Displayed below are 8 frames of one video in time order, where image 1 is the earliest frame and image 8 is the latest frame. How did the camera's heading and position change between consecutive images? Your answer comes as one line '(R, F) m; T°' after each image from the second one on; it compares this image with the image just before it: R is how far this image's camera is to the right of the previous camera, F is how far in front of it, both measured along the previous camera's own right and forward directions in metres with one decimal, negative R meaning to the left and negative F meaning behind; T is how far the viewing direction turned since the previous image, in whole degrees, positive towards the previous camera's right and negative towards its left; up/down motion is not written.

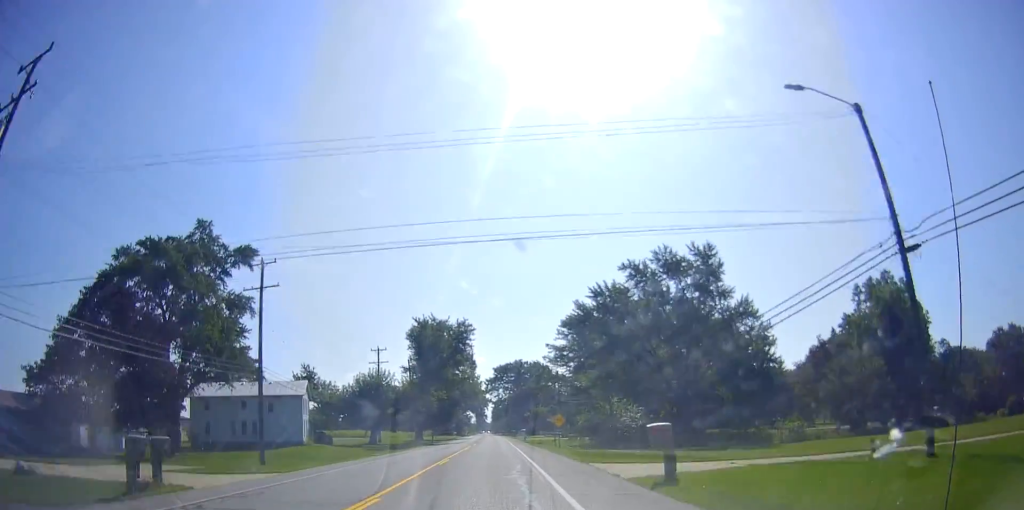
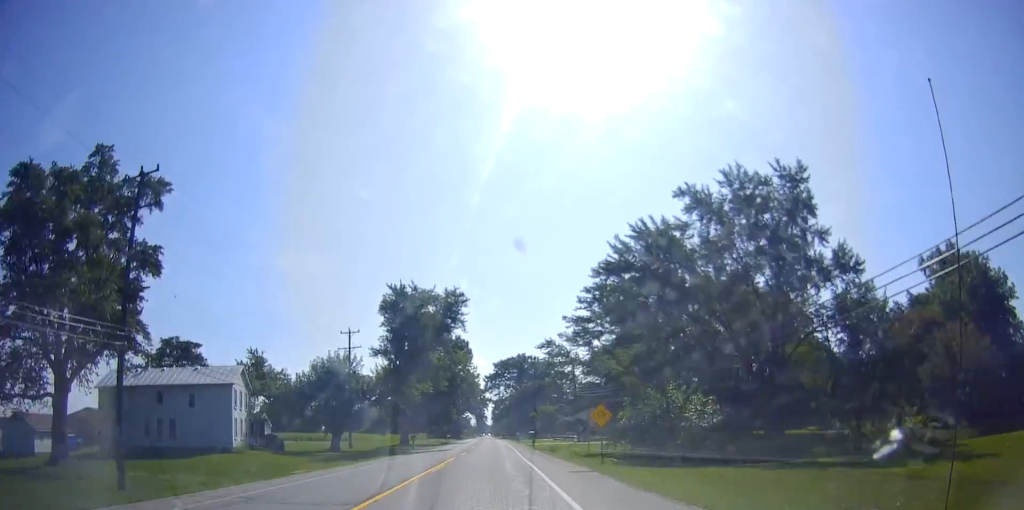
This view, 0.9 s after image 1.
(-0.2, +18.1) m; 0°
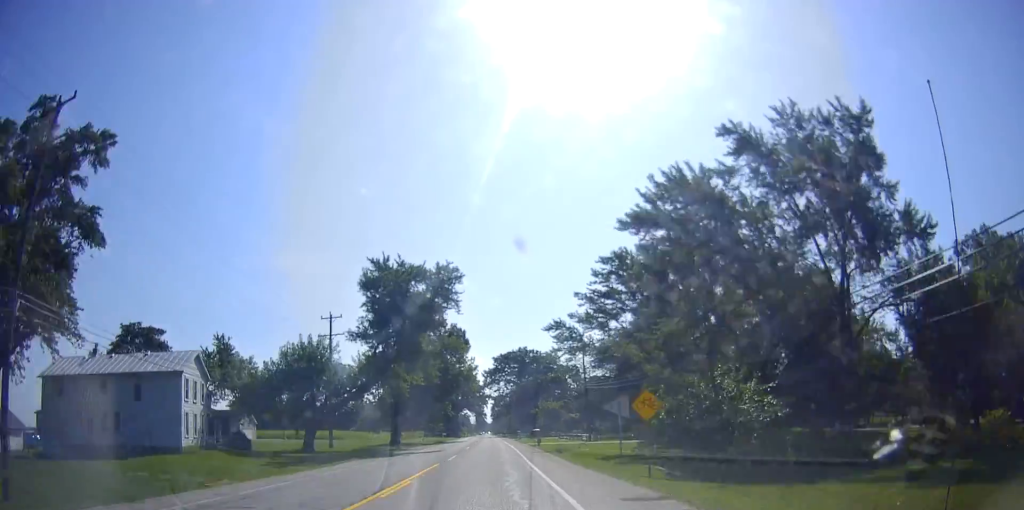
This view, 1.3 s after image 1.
(0.0, +8.4) m; 0°
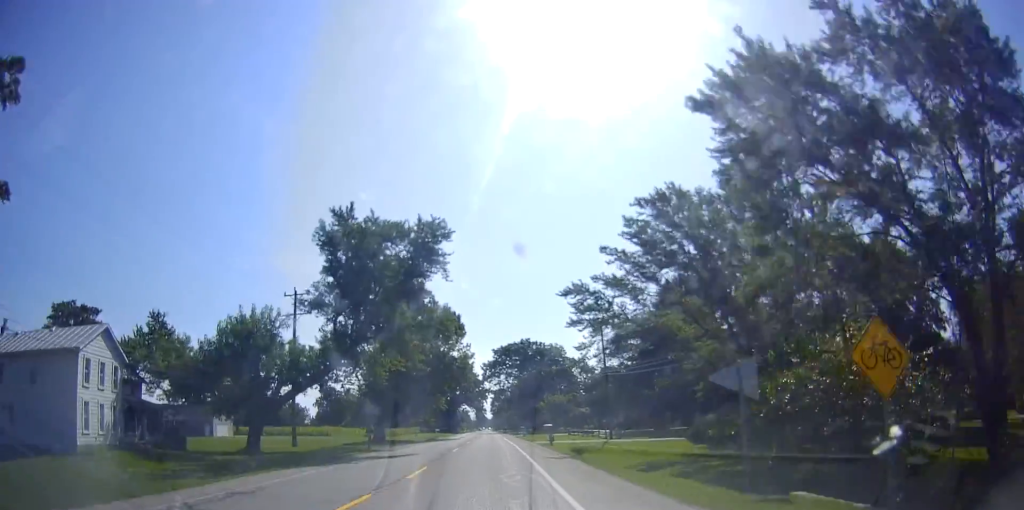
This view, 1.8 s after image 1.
(+0.1, +12.0) m; +1°
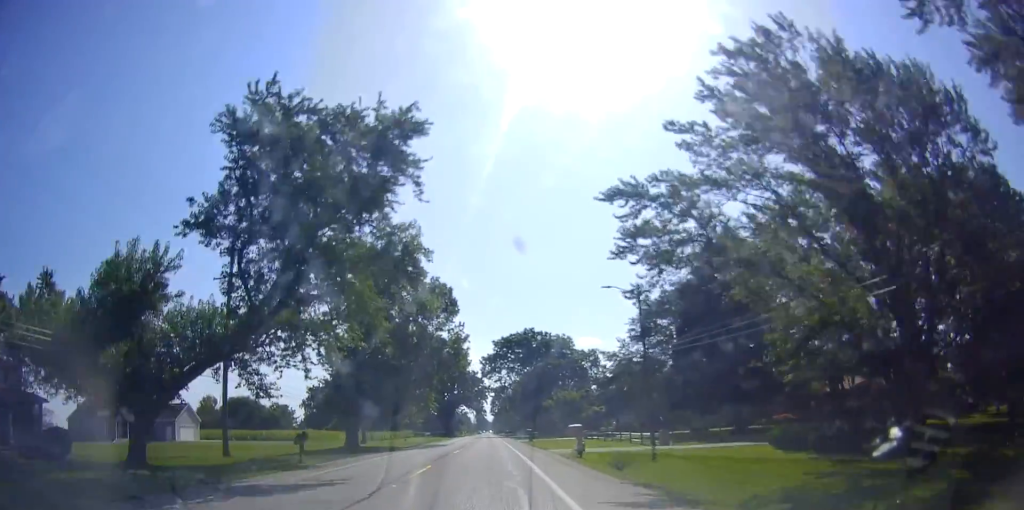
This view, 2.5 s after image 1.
(+0.1, +14.1) m; +1°
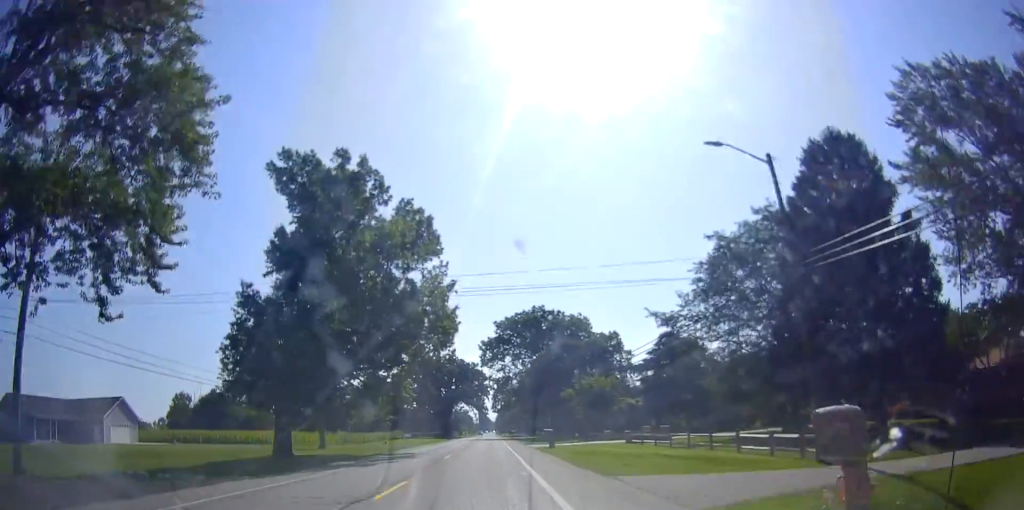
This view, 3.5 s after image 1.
(+0.1, +20.4) m; -1°
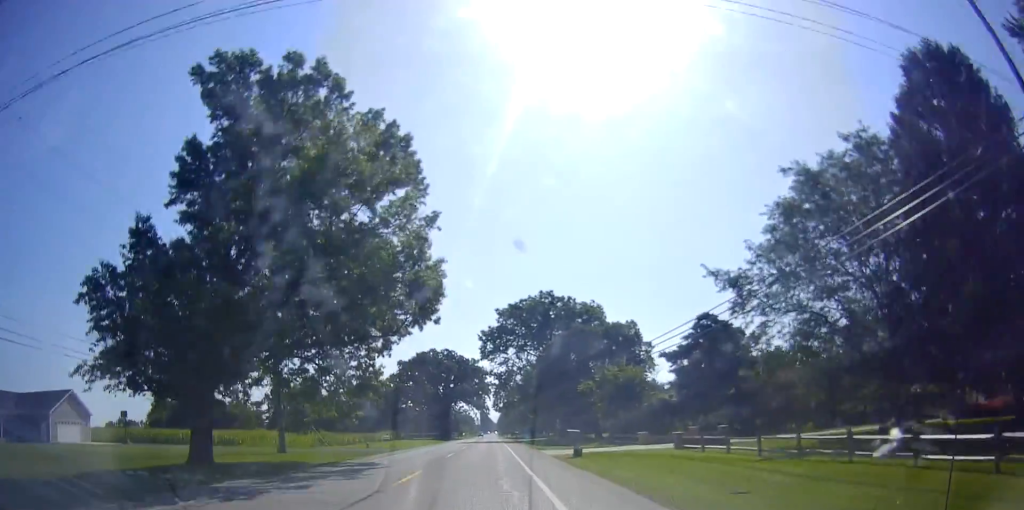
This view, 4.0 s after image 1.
(-0.3, +12.1) m; 0°
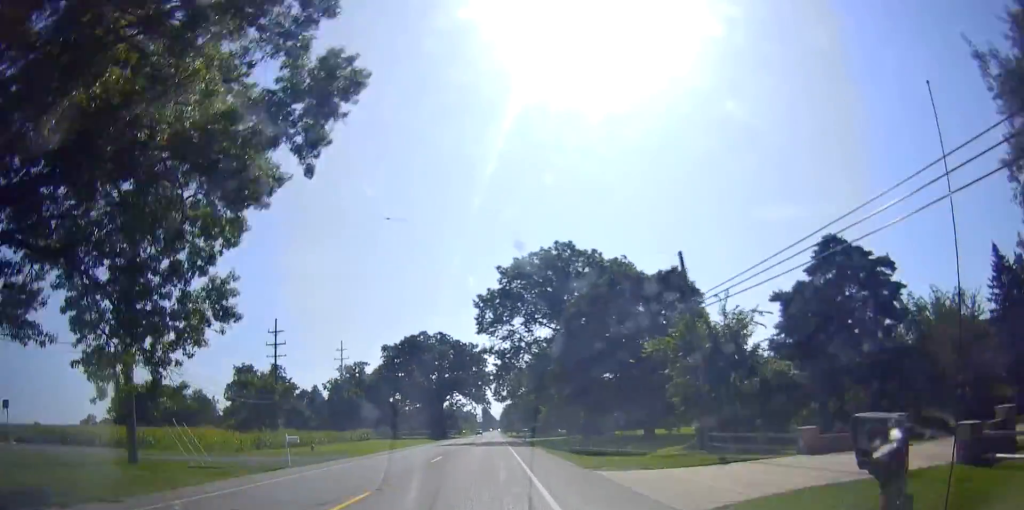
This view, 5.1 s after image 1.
(+0.1, +21.9) m; 0°
